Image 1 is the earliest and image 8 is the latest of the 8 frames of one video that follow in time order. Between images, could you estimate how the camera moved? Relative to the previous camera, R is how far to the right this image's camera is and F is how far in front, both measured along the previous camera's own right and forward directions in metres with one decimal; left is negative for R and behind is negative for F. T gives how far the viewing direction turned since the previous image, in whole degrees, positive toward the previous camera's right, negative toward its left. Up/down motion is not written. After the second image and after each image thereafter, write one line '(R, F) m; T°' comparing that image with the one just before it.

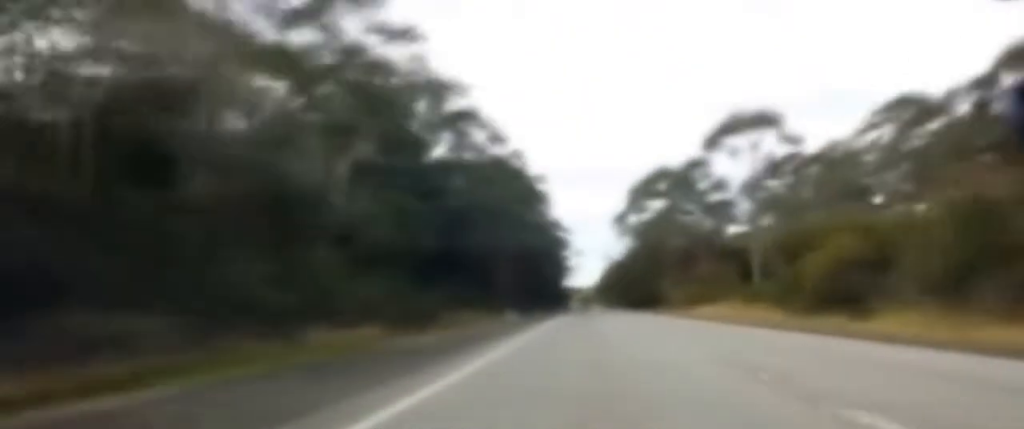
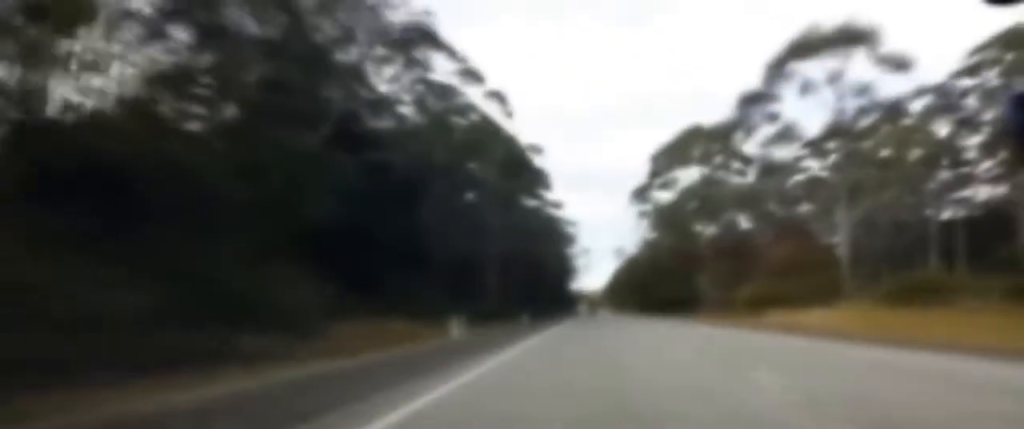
(-0.4, +30.4) m; -1°
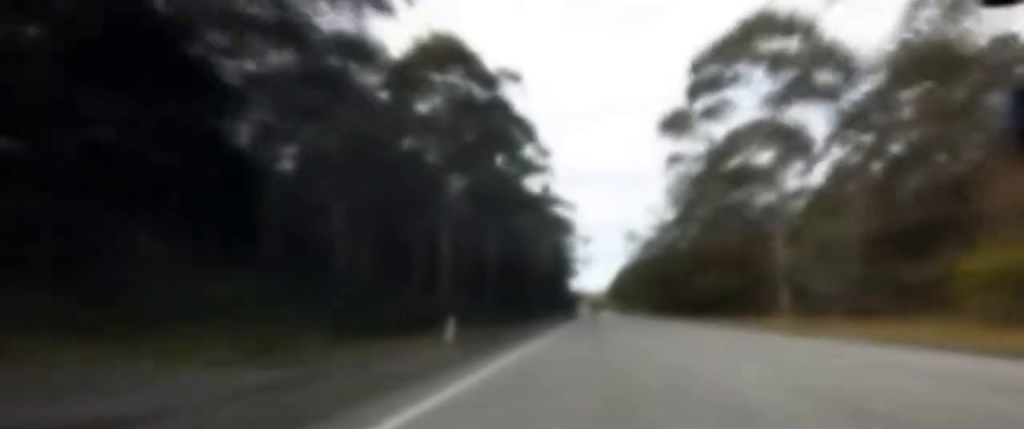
(-0.3, +33.7) m; -1°
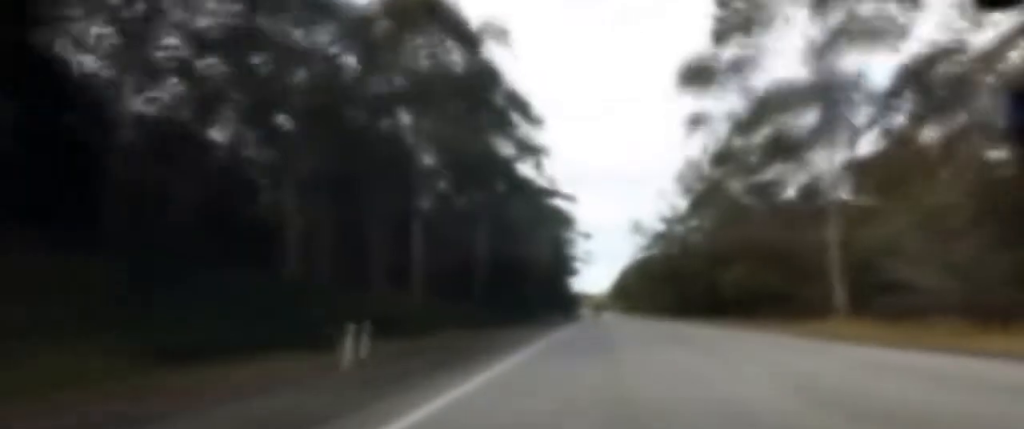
(-0.1, +11.7) m; 0°
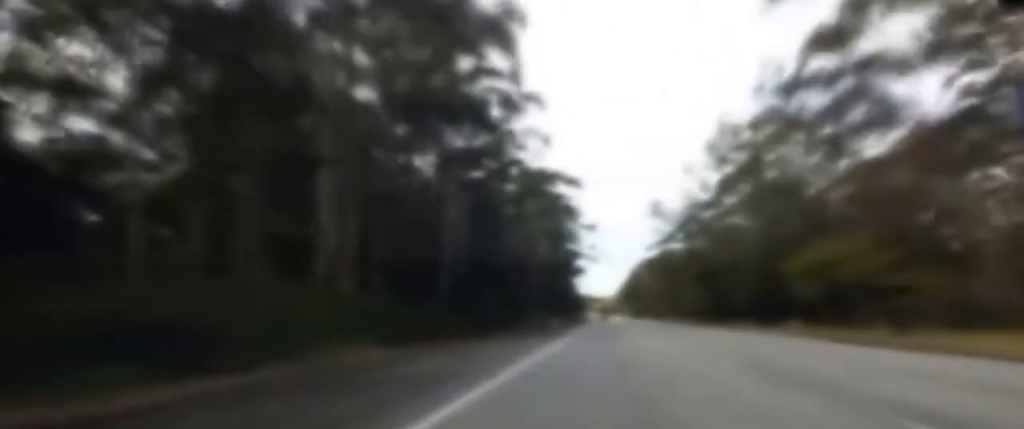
(0.0, +19.0) m; 0°
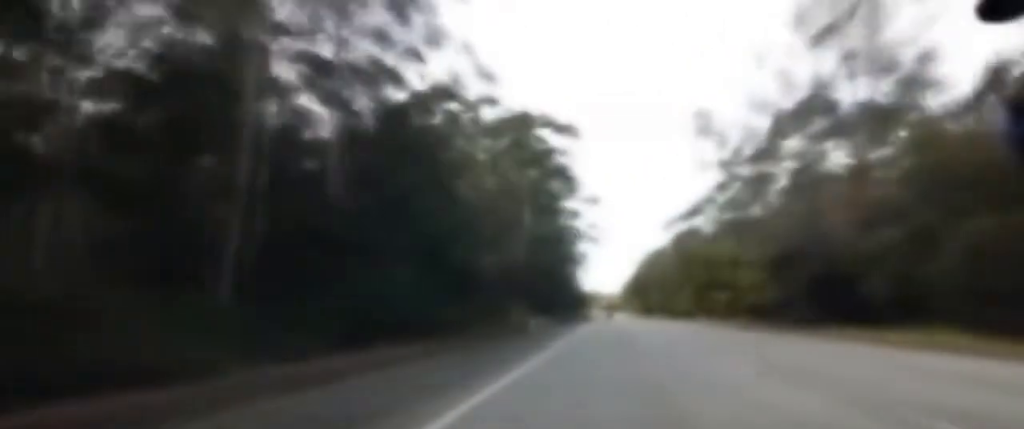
(+0.3, +35.3) m; +1°
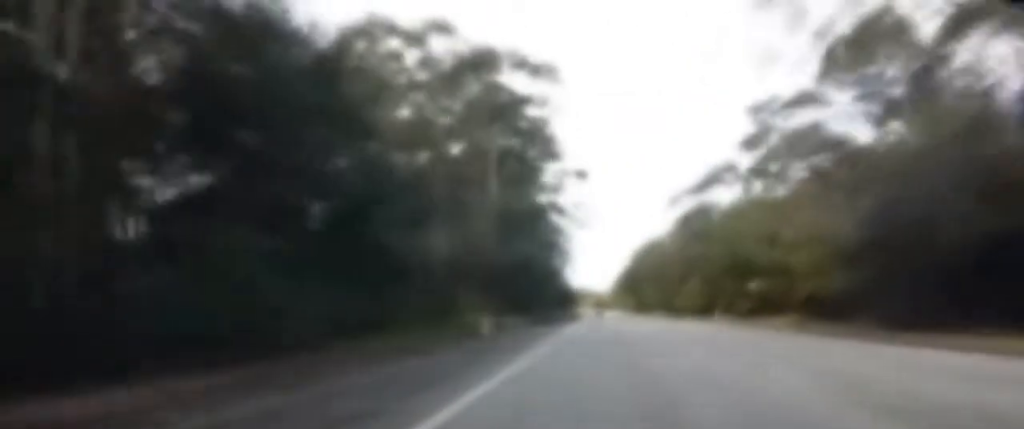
(0.0, +16.4) m; 0°
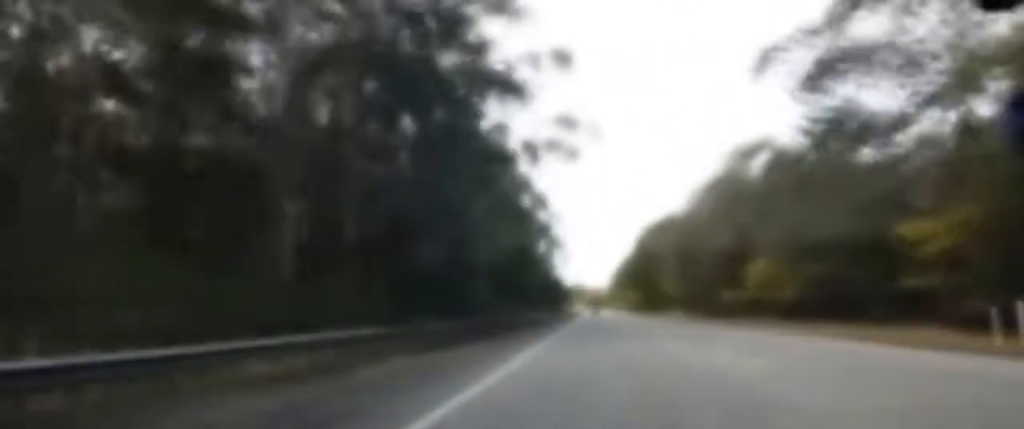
(-0.4, +44.8) m; -1°
